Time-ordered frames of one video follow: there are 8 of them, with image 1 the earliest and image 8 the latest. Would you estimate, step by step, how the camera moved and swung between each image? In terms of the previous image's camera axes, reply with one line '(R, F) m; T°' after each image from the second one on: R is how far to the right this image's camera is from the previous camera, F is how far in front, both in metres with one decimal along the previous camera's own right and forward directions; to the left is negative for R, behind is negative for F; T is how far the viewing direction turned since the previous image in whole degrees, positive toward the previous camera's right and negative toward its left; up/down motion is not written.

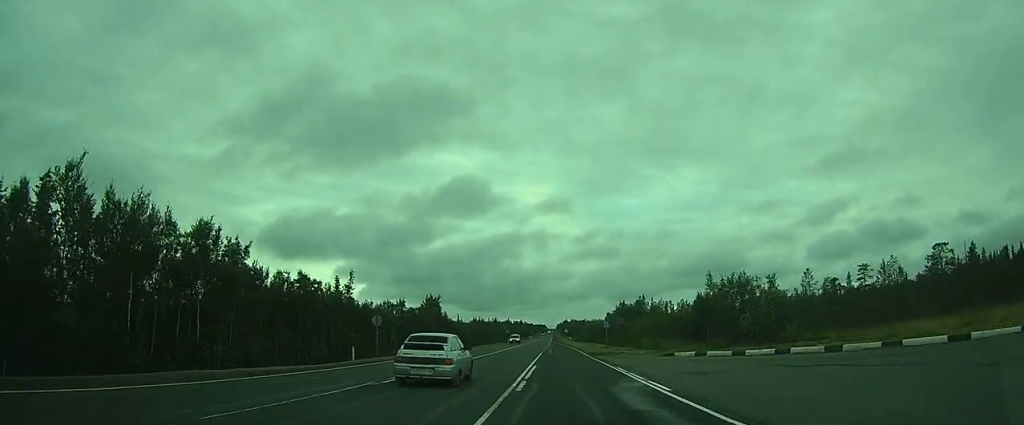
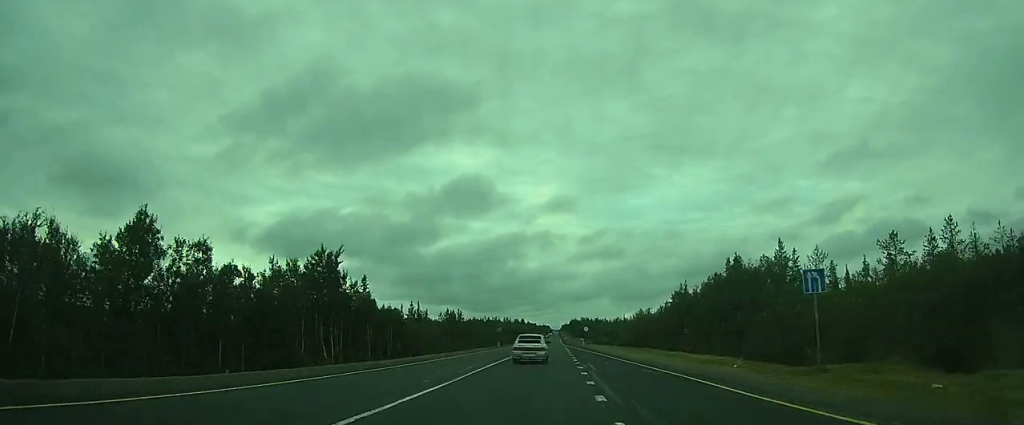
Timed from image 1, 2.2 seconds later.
(+0.1, +48.1) m; +1°
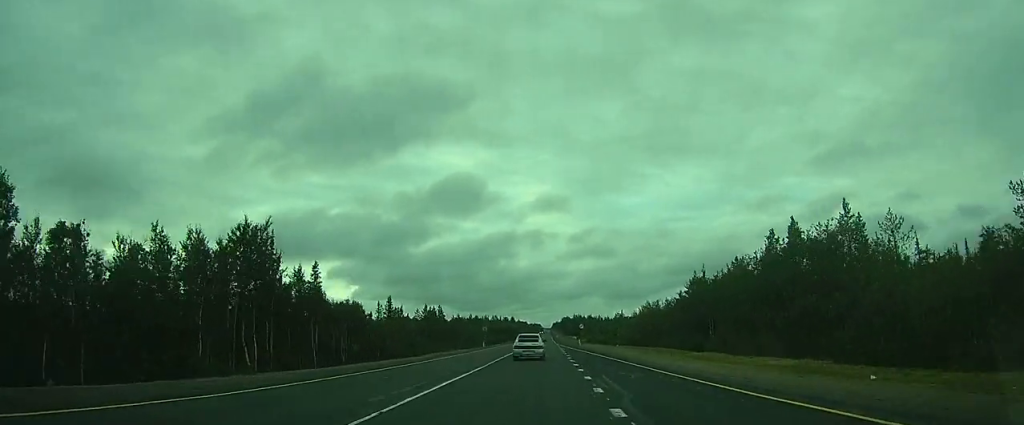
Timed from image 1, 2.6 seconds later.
(0.0, +10.3) m; 0°
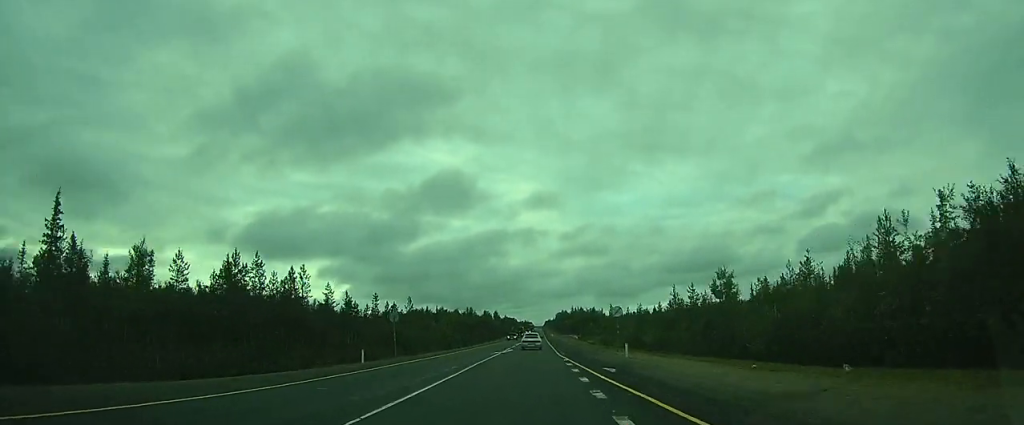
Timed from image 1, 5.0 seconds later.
(+0.4, +51.2) m; +1°
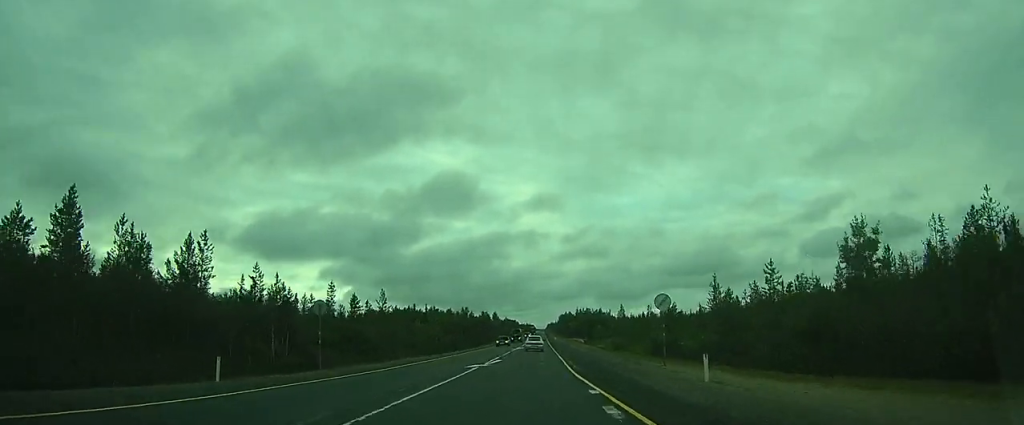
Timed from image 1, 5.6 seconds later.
(0.0, +13.9) m; 0°
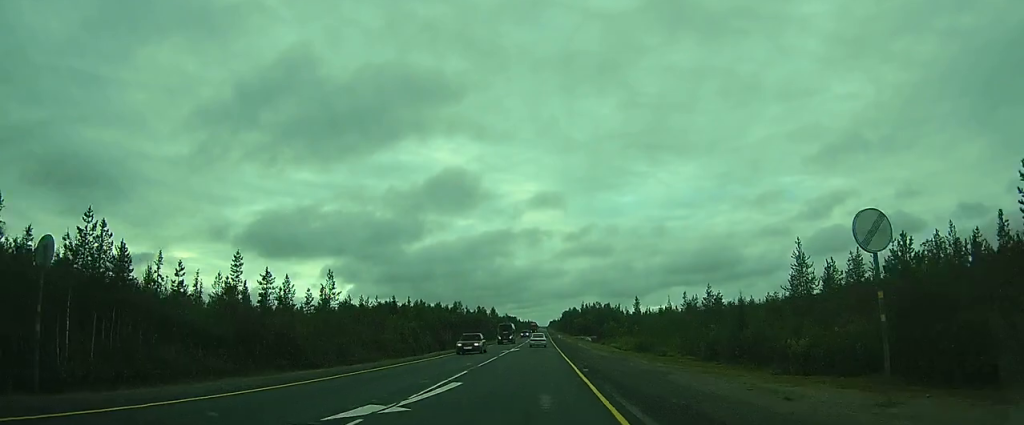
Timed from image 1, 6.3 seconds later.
(+0.1, +16.1) m; 0°
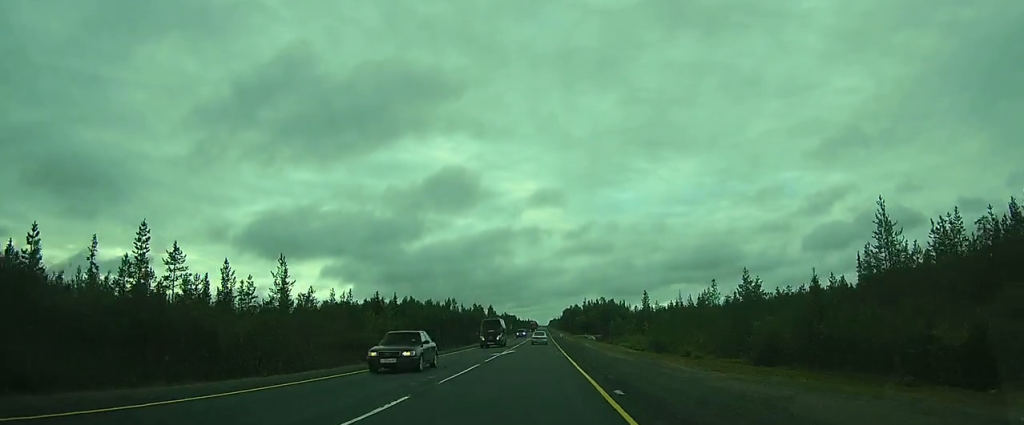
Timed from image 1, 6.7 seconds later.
(0.0, +8.8) m; 0°
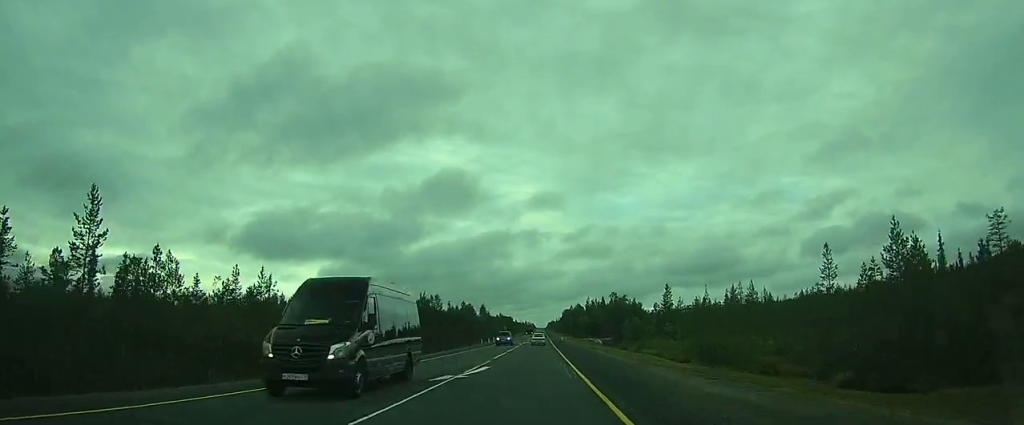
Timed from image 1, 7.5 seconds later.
(0.0, +17.7) m; 0°
